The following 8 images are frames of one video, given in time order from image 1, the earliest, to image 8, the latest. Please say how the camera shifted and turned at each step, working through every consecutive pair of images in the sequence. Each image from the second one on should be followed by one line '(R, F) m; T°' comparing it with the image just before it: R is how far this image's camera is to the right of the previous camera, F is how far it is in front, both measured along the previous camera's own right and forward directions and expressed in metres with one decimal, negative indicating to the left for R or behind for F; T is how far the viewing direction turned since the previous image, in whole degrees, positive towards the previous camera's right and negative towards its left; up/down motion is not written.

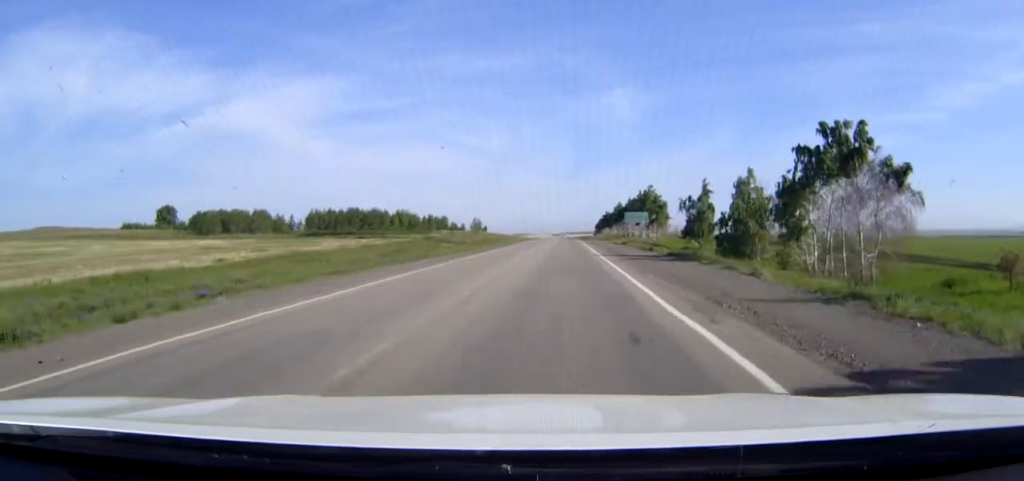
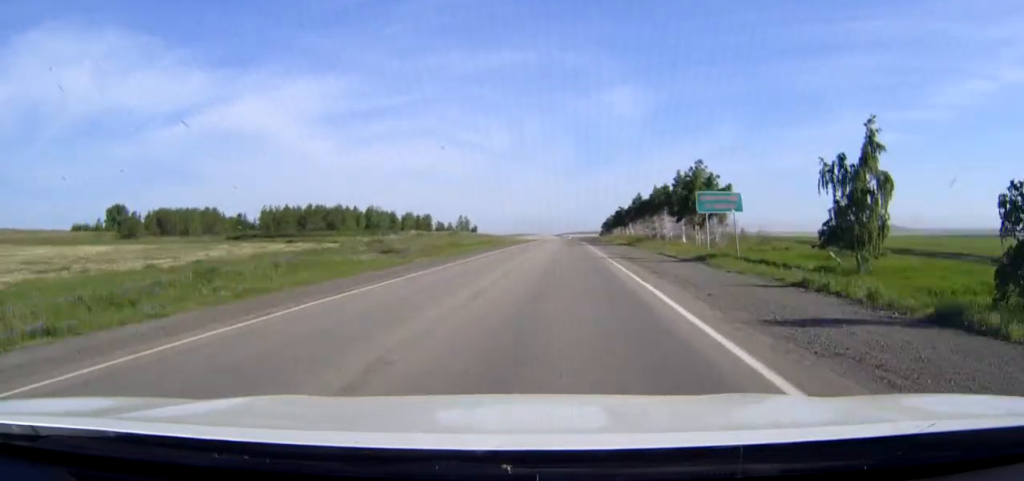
(-0.1, +41.1) m; 0°
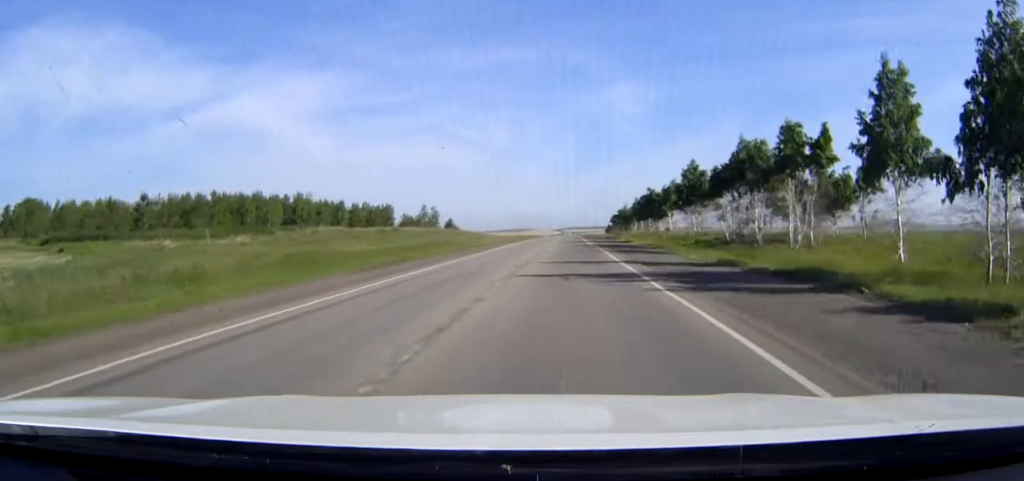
(-0.1, +56.9) m; 0°
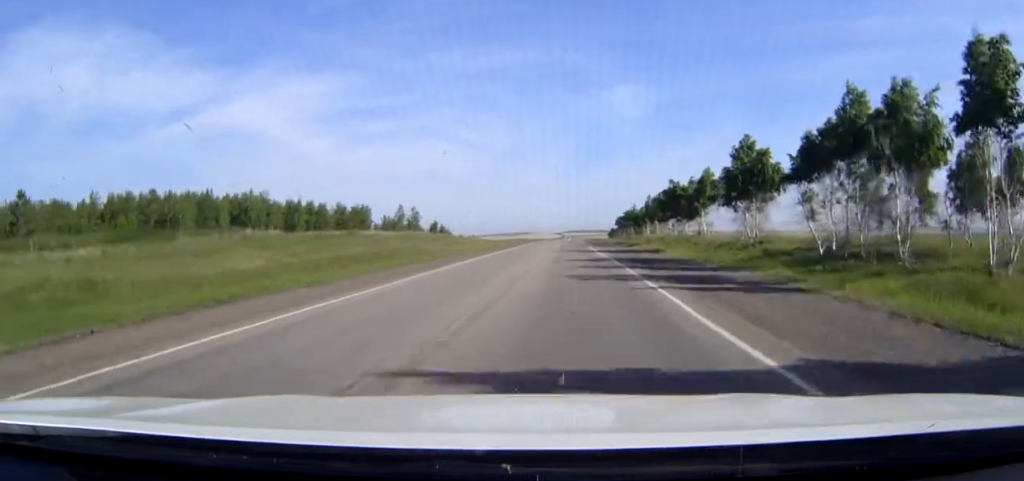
(0.0, +23.1) m; 0°
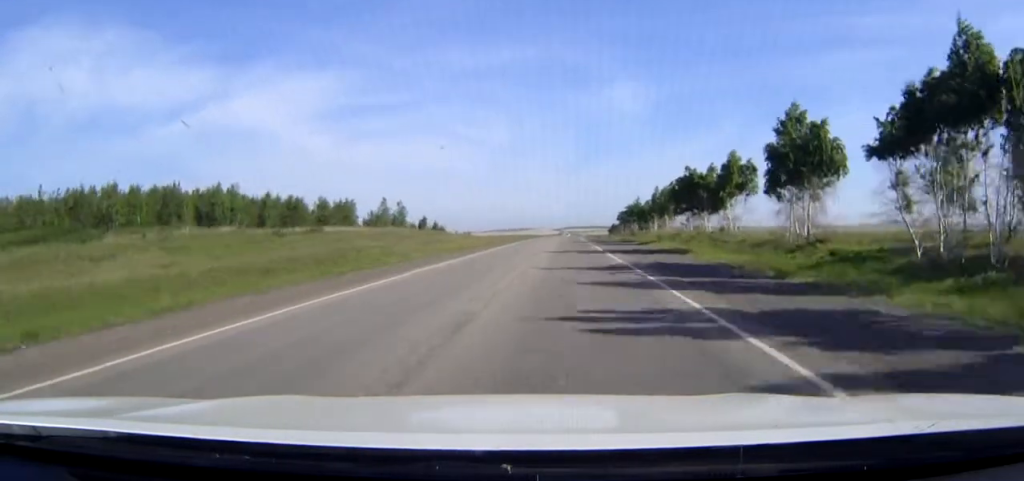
(0.0, +11.9) m; 0°
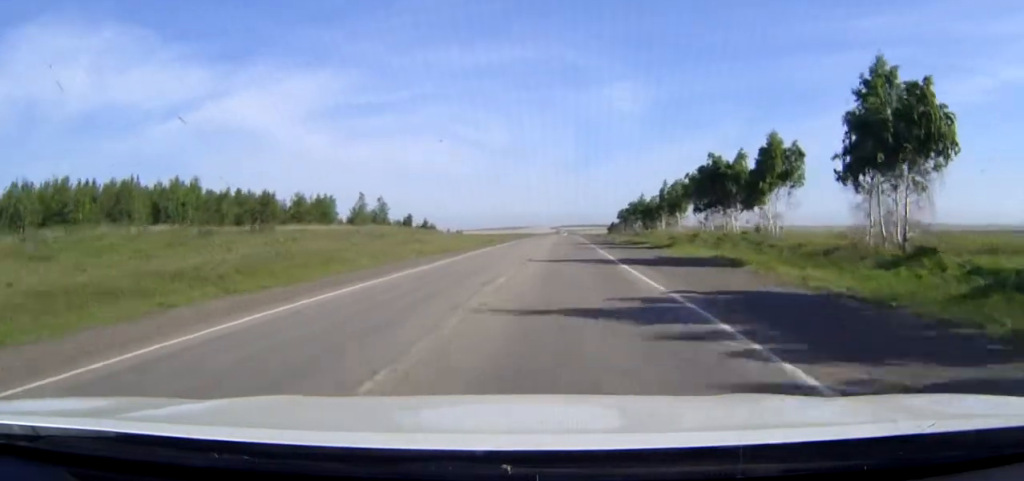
(0.0, +12.7) m; 0°
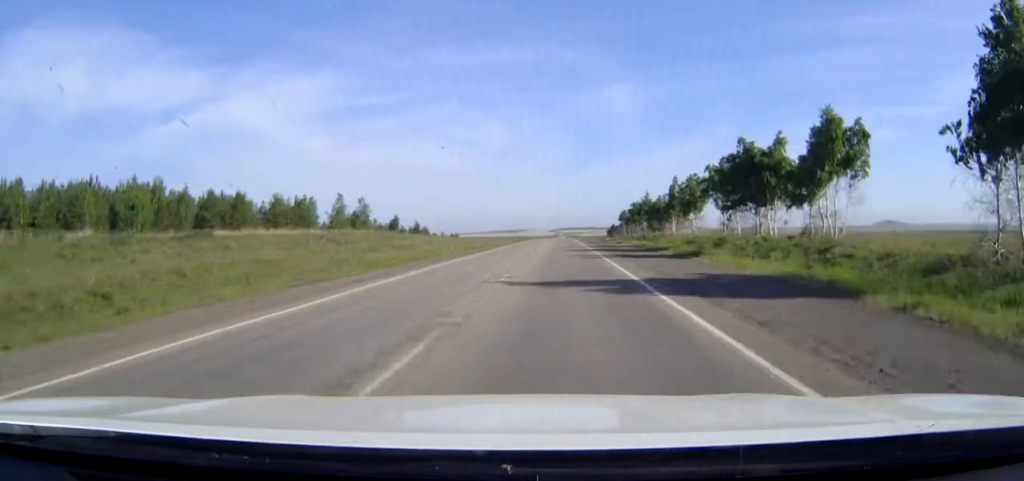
(0.0, +11.1) m; 0°
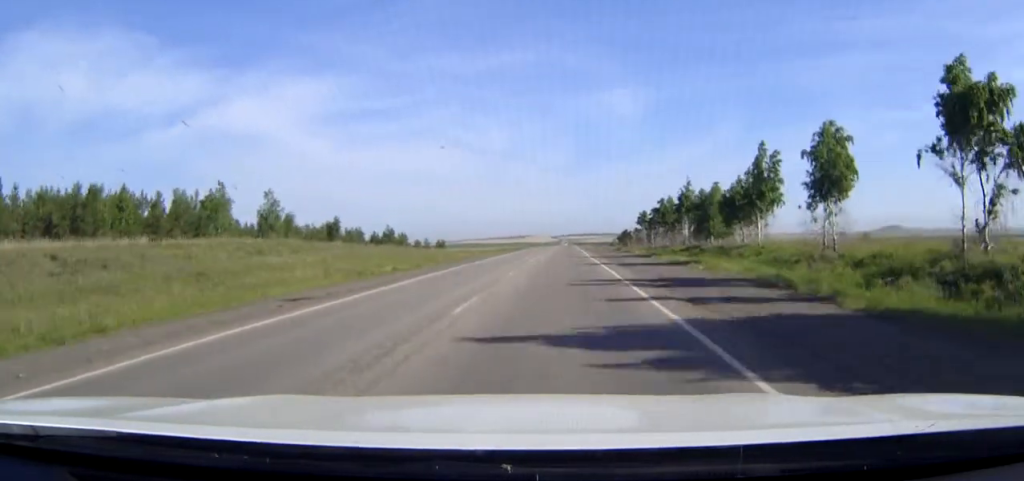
(0.0, +39.4) m; 0°
